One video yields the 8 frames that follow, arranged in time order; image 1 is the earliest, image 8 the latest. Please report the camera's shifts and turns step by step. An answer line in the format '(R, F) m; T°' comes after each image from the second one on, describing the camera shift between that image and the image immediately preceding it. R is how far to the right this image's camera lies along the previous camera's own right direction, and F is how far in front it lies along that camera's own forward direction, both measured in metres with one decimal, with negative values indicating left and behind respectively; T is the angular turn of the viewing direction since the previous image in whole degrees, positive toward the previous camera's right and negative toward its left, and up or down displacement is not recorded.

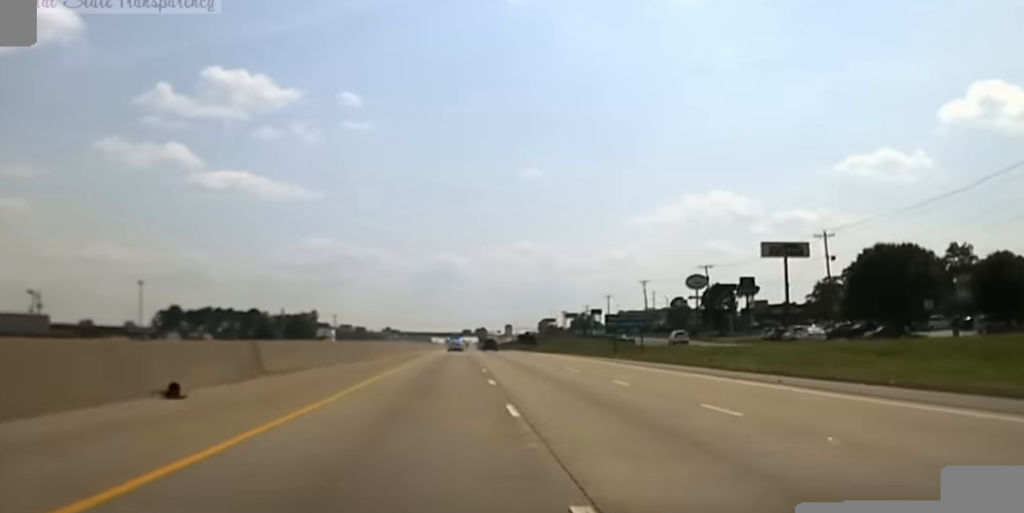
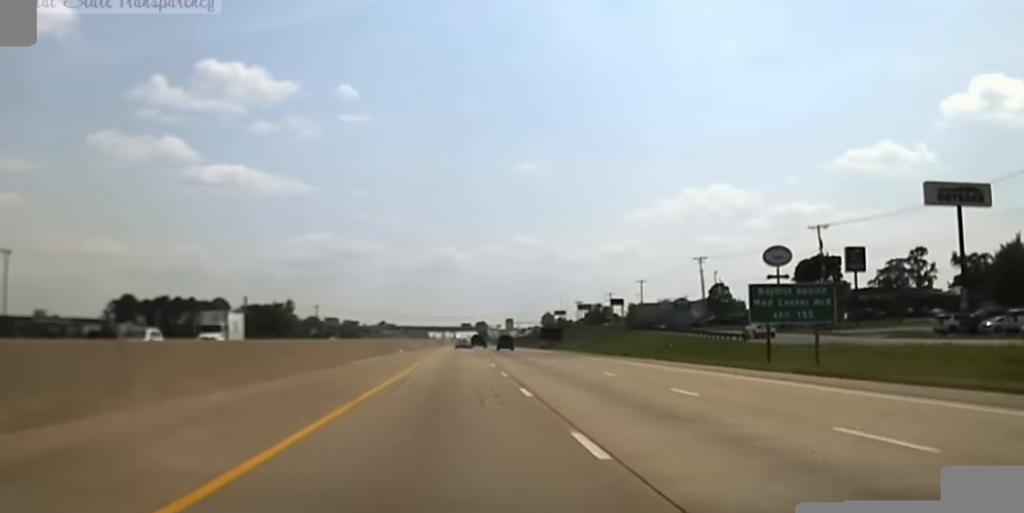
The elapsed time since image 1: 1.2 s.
(+0.1, +64.0) m; 0°
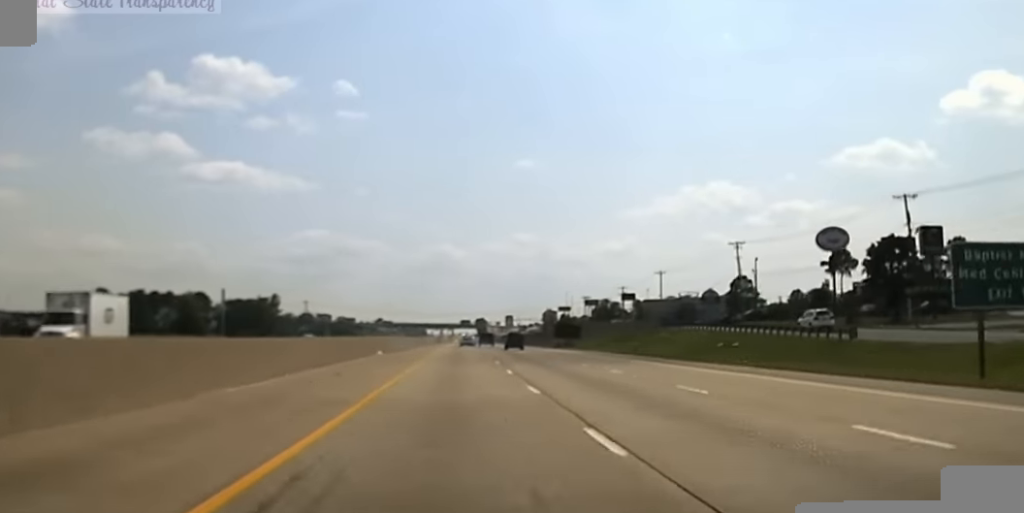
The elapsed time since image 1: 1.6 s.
(0.0, +22.5) m; 0°
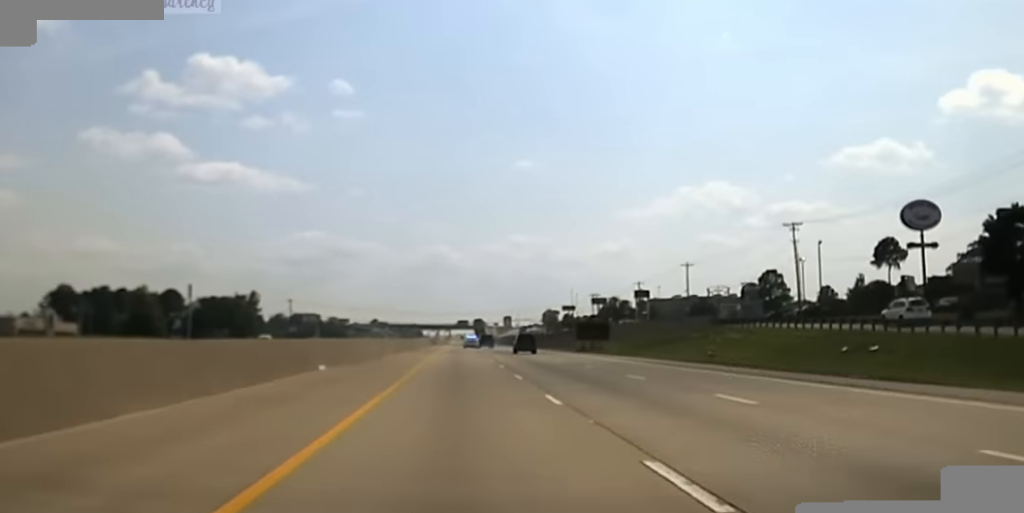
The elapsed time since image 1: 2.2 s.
(0.0, +27.4) m; 0°
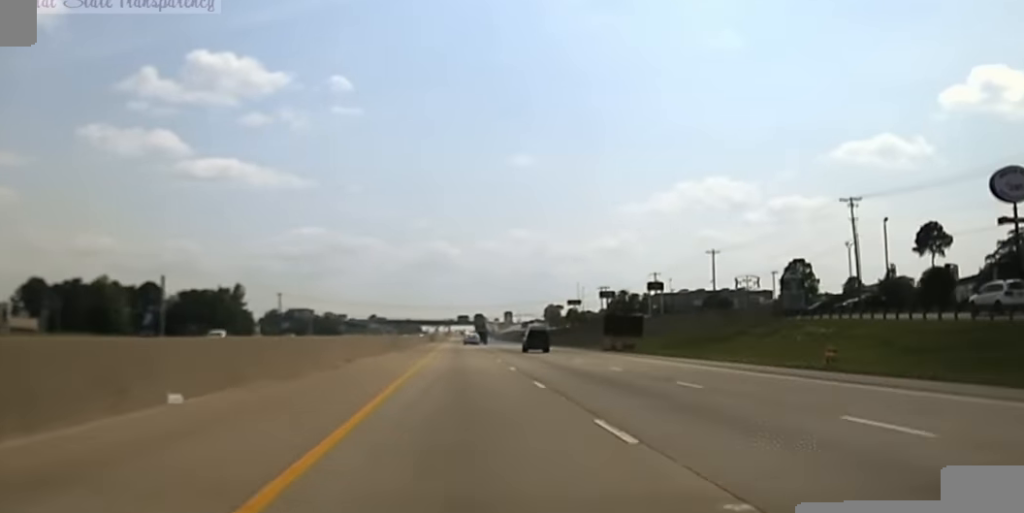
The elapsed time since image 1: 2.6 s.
(0.0, +22.2) m; 0°
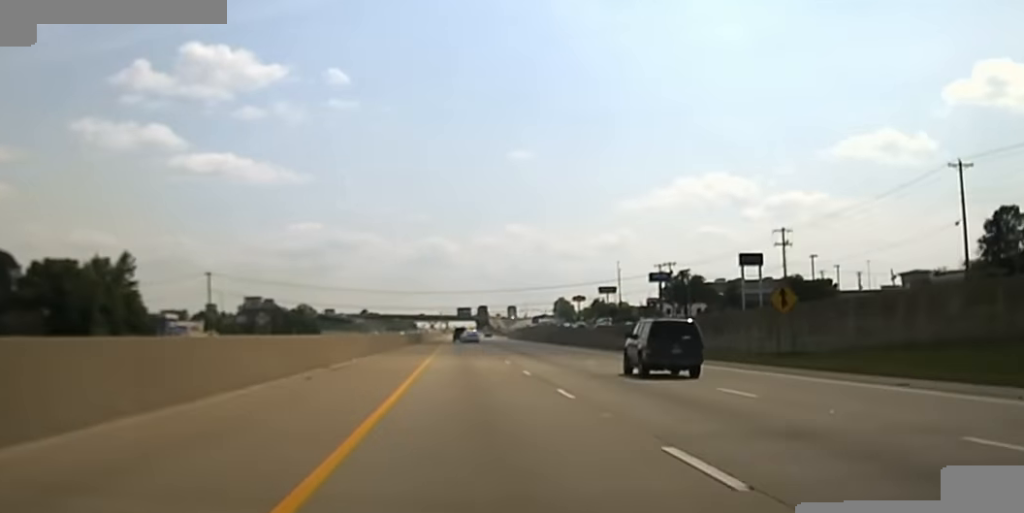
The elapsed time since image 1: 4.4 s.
(+0.1, +77.3) m; 0°
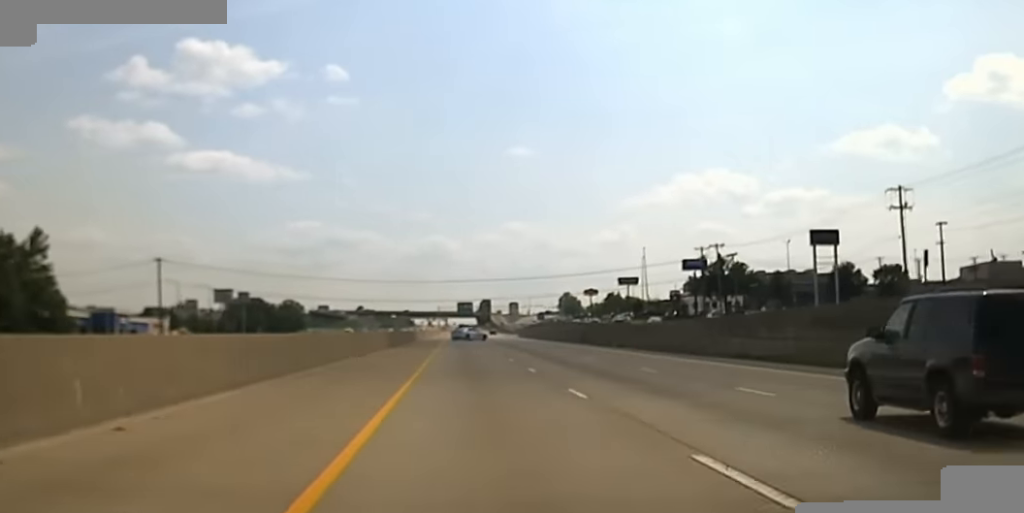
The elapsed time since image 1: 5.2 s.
(-0.1, +32.7) m; 0°
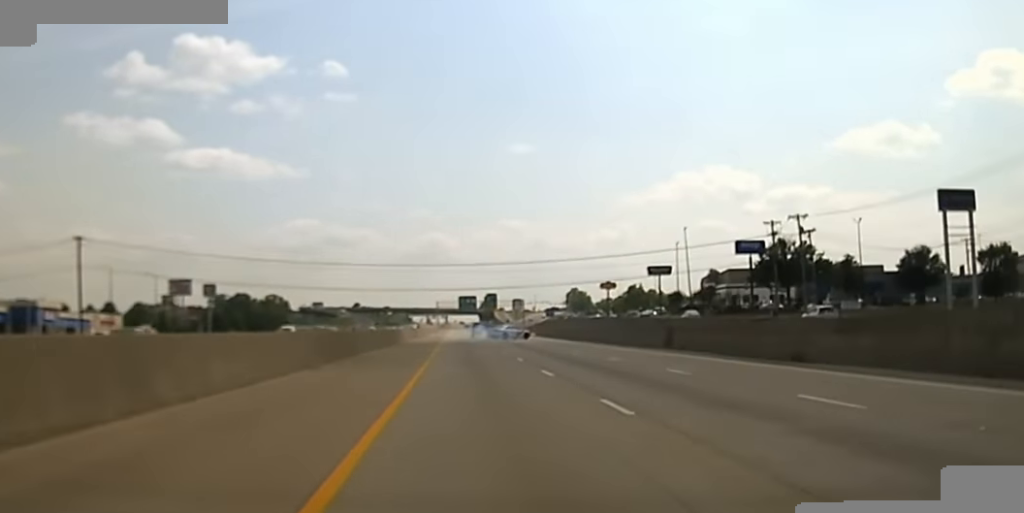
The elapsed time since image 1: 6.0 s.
(-0.2, +36.5) m; 0°
